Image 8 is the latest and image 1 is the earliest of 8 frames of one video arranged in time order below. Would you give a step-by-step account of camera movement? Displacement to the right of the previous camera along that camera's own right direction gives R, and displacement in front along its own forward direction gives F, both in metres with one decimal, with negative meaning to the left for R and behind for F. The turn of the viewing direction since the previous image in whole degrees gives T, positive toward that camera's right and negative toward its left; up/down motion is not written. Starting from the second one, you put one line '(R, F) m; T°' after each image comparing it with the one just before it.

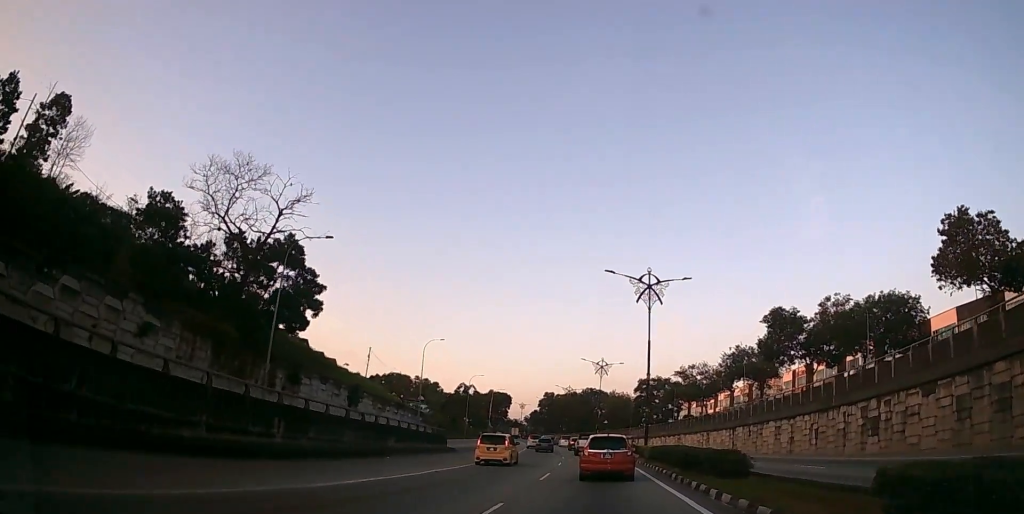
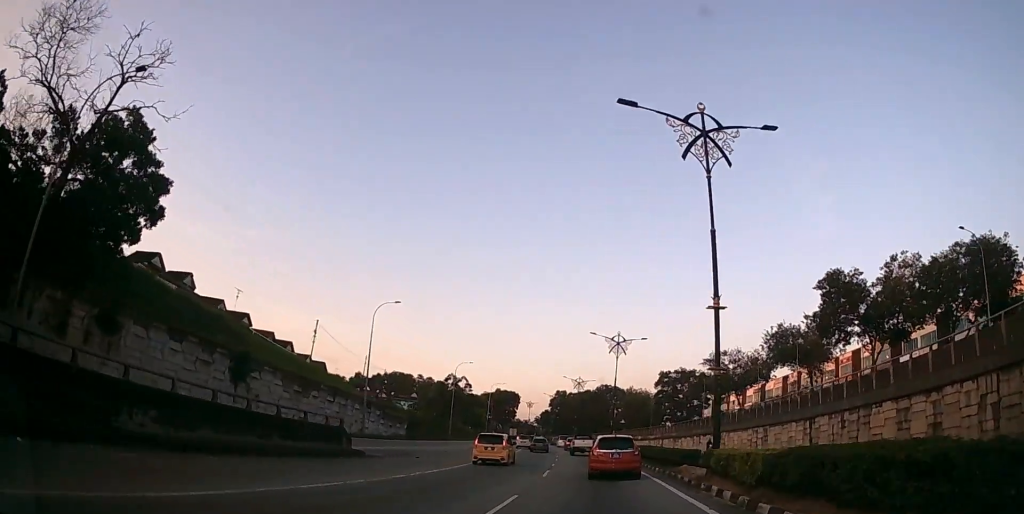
(-0.3, +19.2) m; -2°
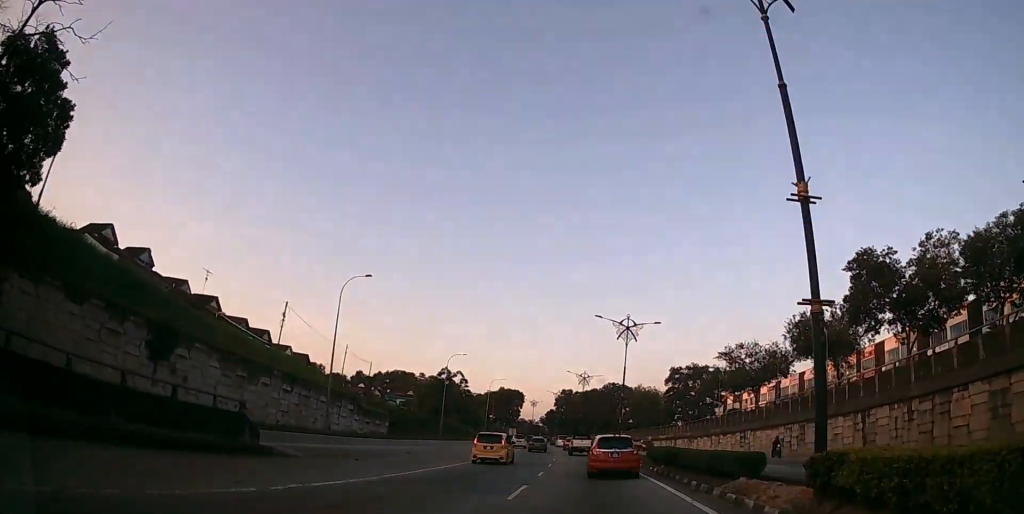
(0.0, +8.2) m; -1°
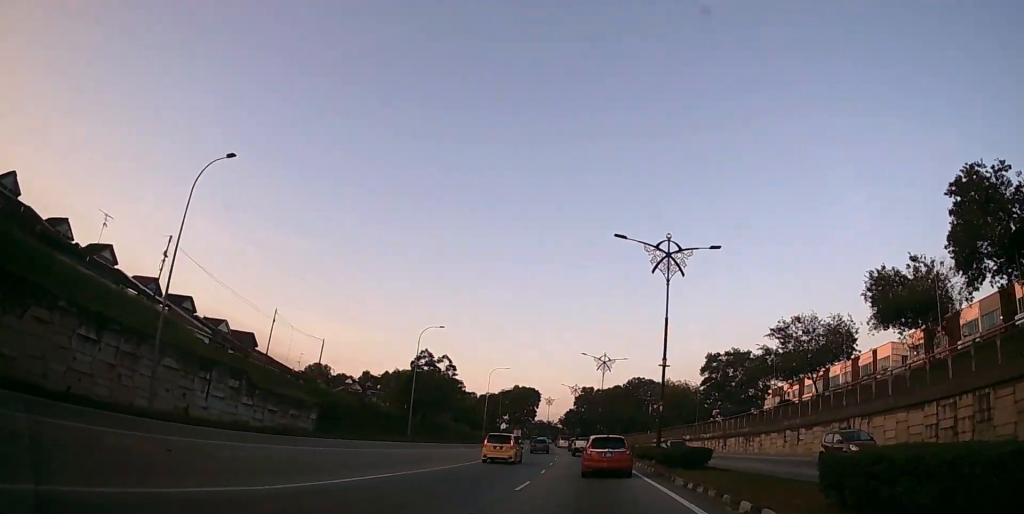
(-0.4, +20.2) m; -3°
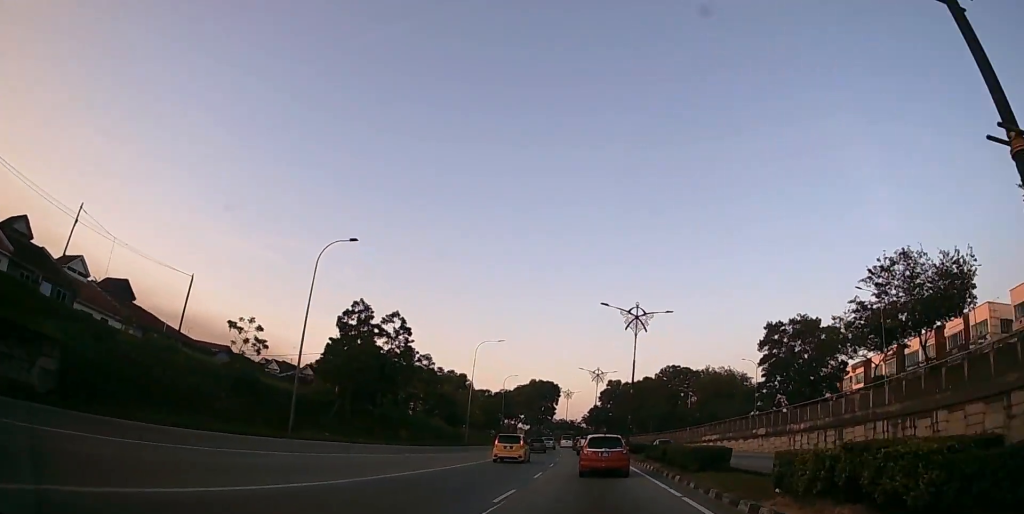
(-0.9, +26.0) m; -3°
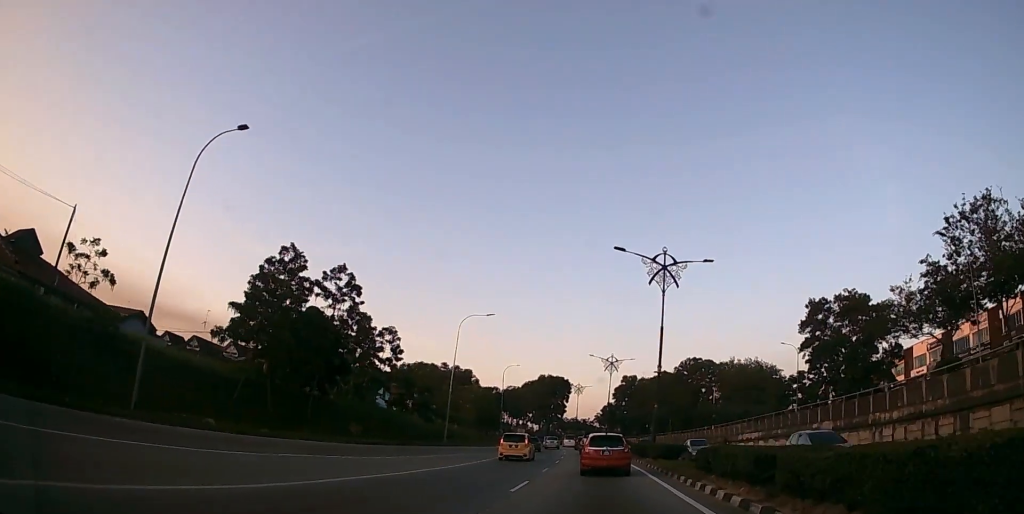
(0.0, +13.7) m; -2°
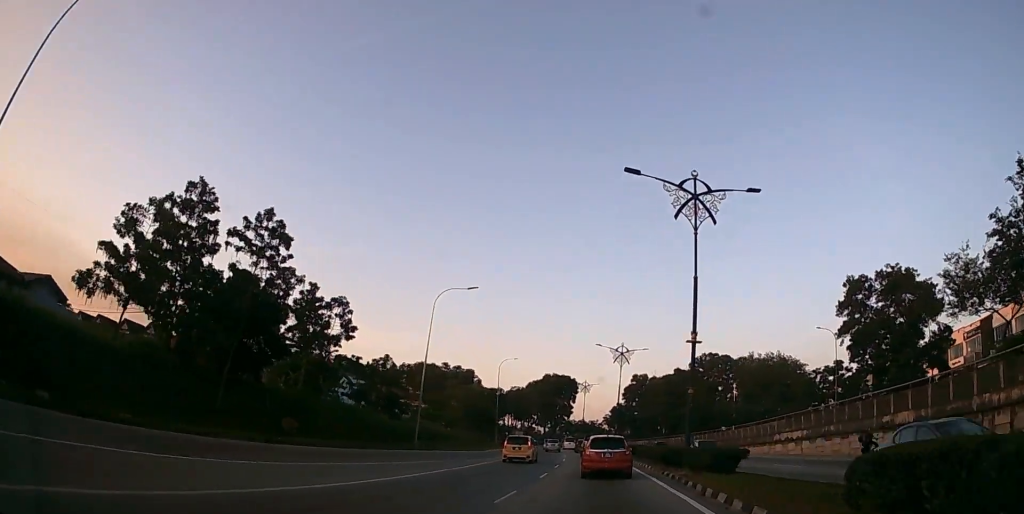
(-0.3, +9.9) m; -1°
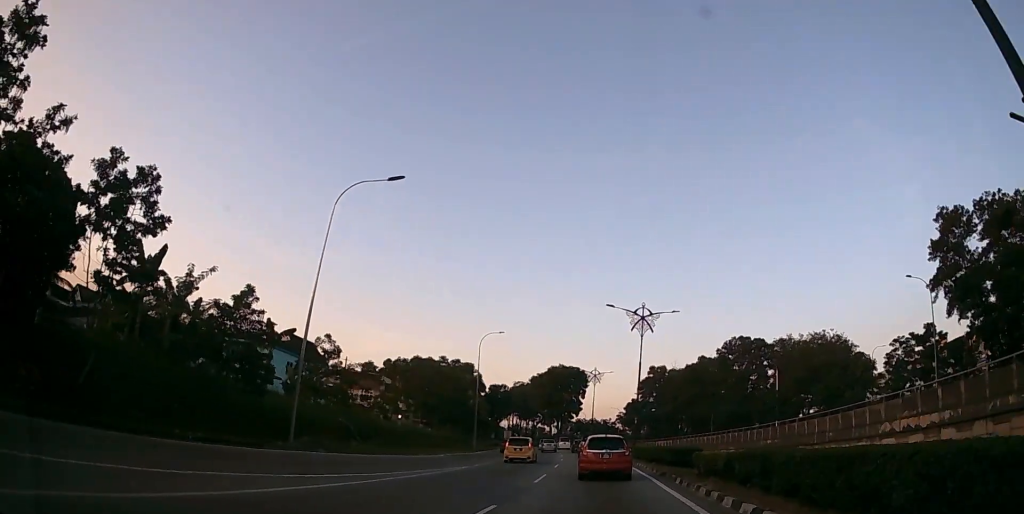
(-0.3, +18.4) m; -1°
